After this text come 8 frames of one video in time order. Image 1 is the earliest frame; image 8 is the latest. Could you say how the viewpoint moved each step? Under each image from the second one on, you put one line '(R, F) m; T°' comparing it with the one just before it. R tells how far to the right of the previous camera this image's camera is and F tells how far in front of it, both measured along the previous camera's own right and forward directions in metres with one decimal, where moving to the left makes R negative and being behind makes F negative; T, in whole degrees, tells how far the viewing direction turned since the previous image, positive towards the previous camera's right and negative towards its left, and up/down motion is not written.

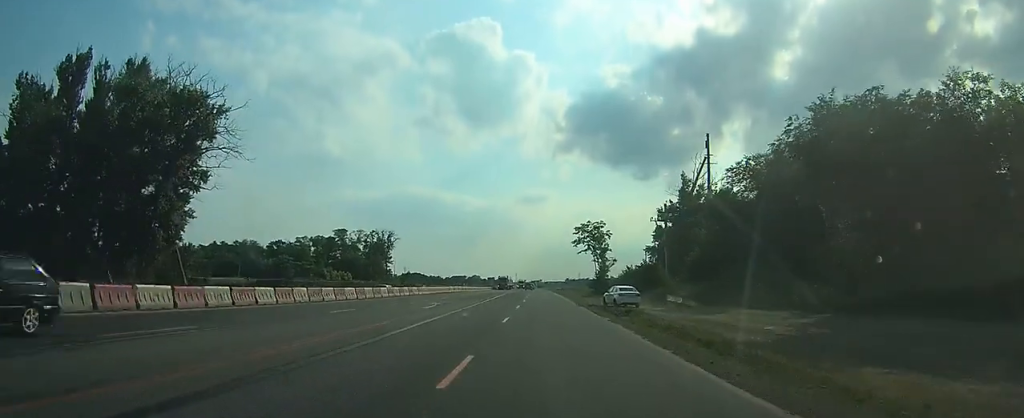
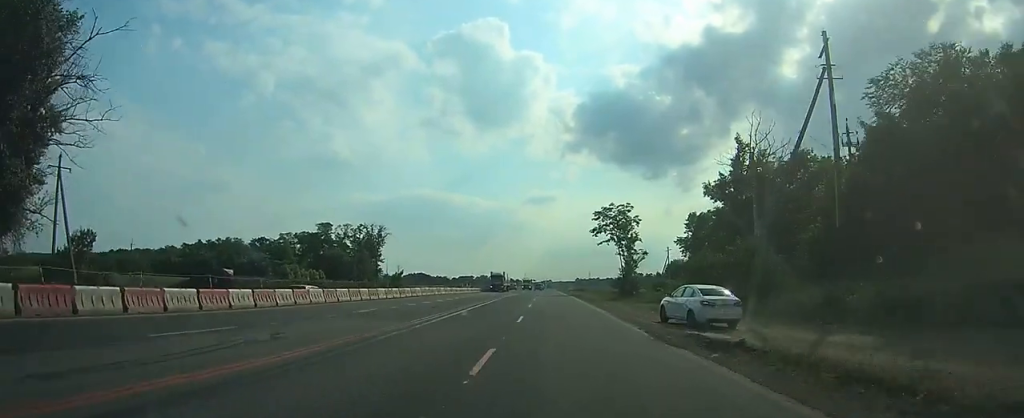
(0.0, +22.9) m; 0°
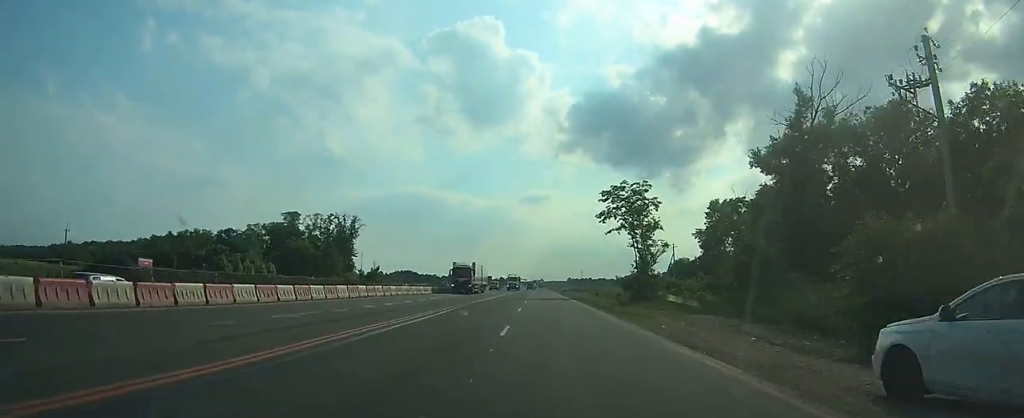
(0.0, +18.7) m; 0°
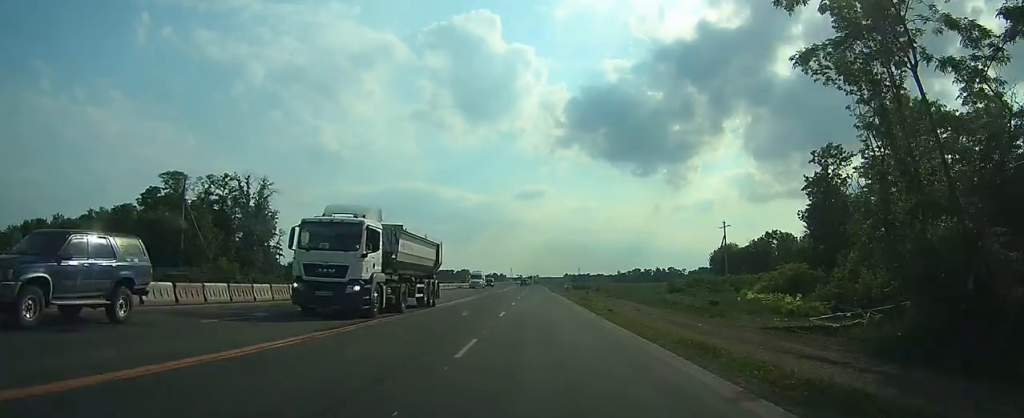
(+0.3, +51.1) m; +1°
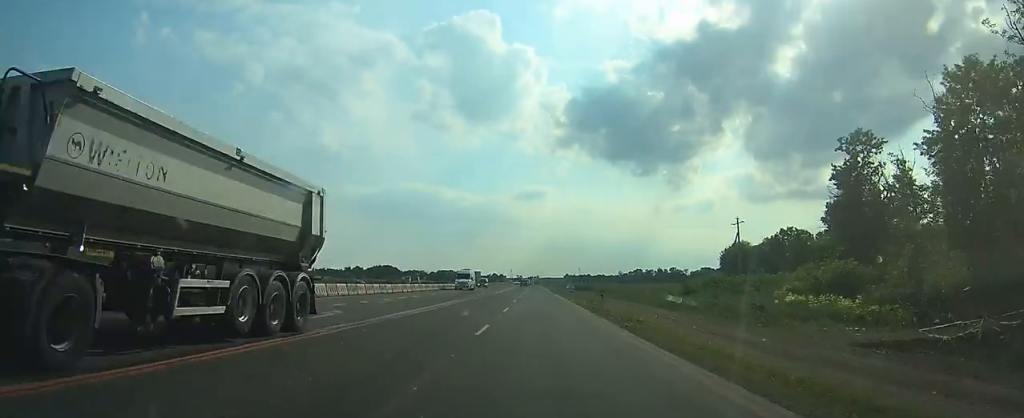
(0.0, +8.0) m; 0°
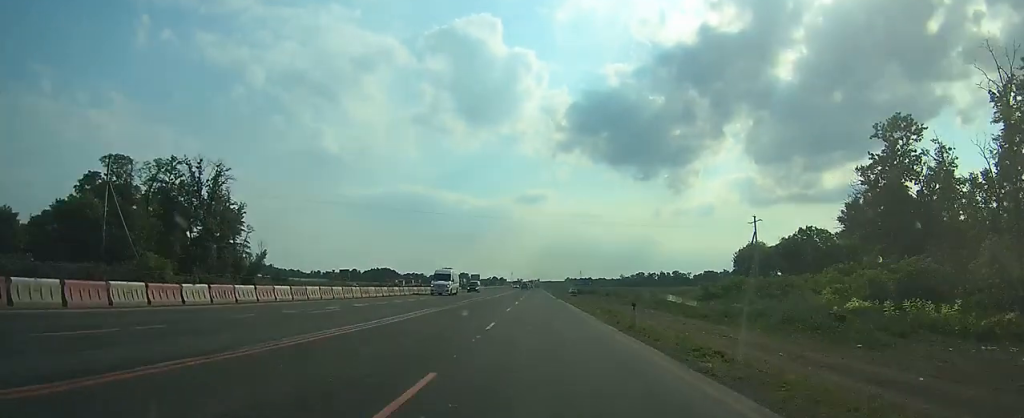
(0.0, +8.7) m; 0°
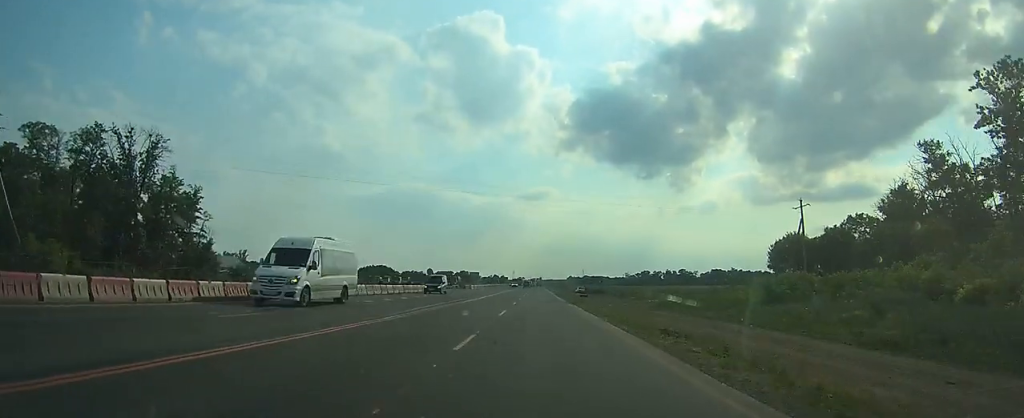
(+0.1, +18.0) m; 0°
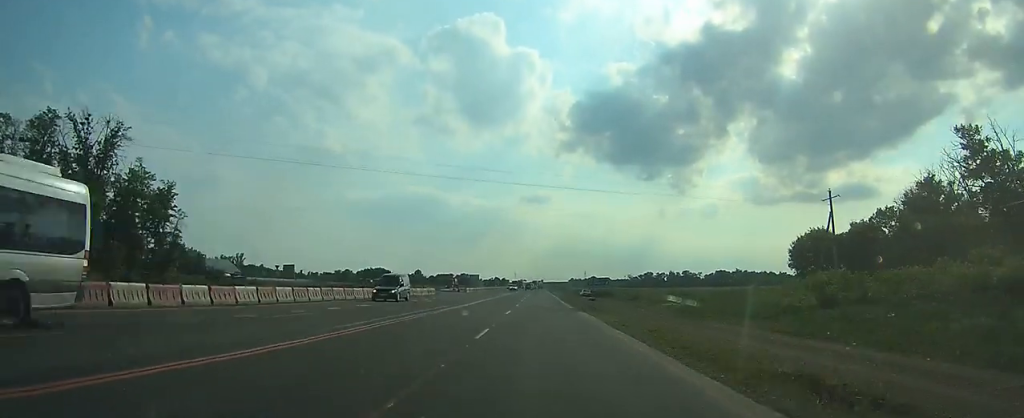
(0.0, +8.7) m; 0°
